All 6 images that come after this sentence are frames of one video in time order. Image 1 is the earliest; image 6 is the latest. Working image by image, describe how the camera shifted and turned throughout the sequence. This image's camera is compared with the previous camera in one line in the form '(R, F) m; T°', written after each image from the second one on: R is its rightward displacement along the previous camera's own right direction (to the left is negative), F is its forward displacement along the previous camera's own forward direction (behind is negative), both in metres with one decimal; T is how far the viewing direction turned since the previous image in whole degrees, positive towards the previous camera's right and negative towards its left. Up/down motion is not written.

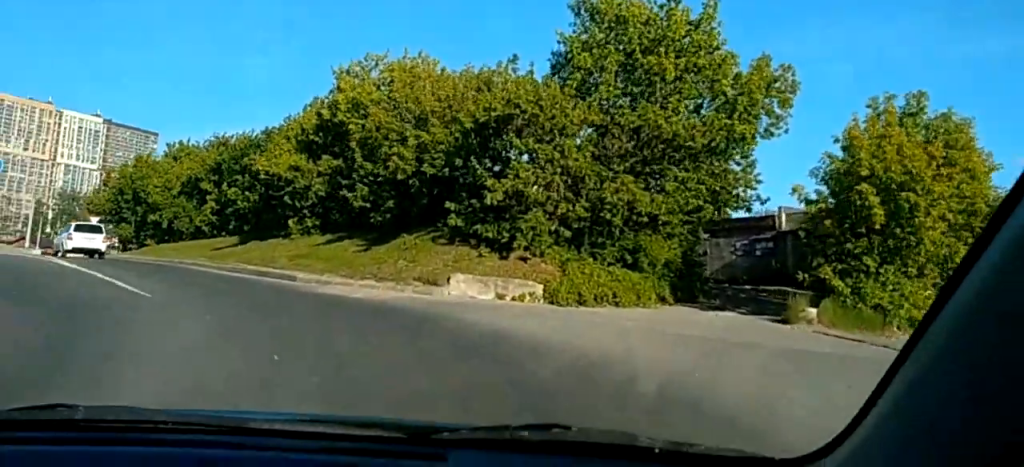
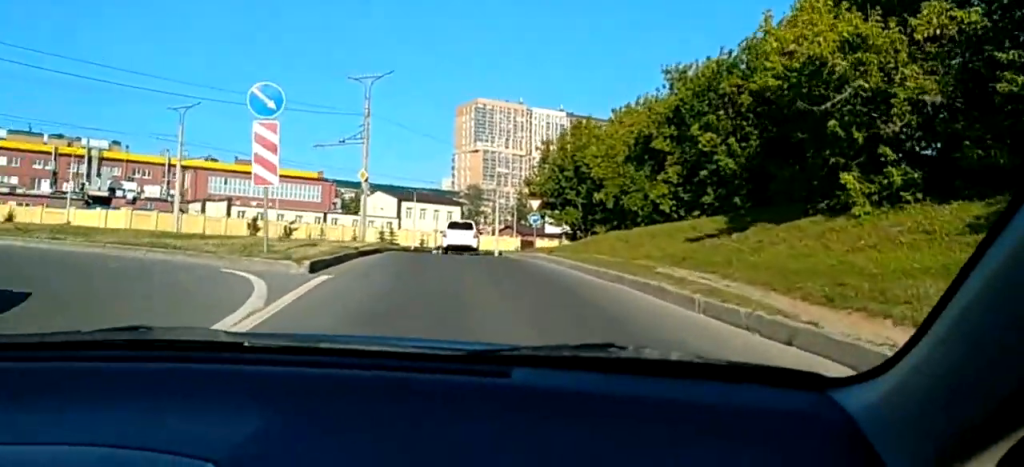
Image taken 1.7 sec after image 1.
(-5.8, +21.2) m; -37°
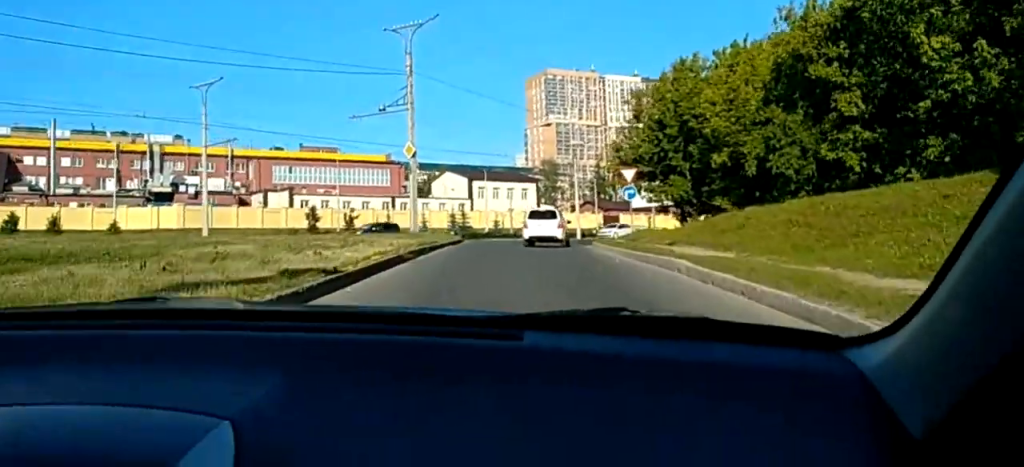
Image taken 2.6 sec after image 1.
(-2.3, +10.9) m; -14°
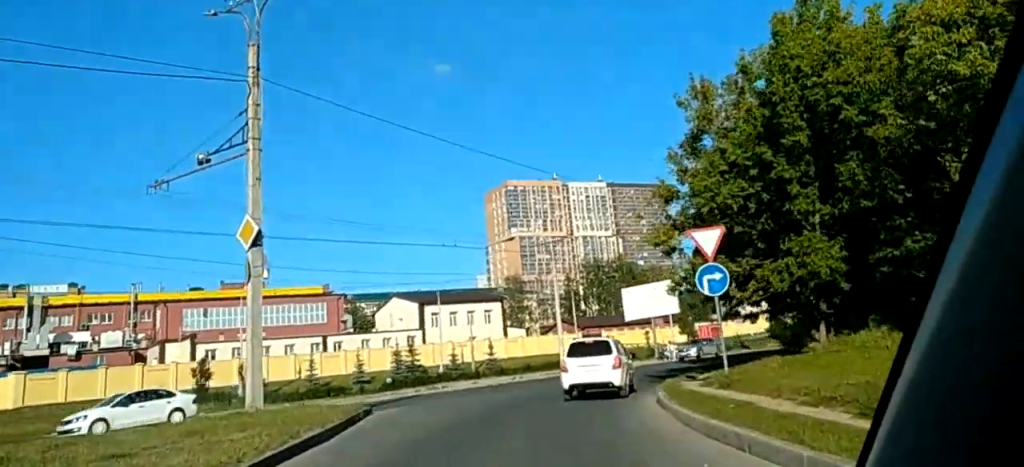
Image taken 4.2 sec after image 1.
(+0.2, +20.4) m; +3°
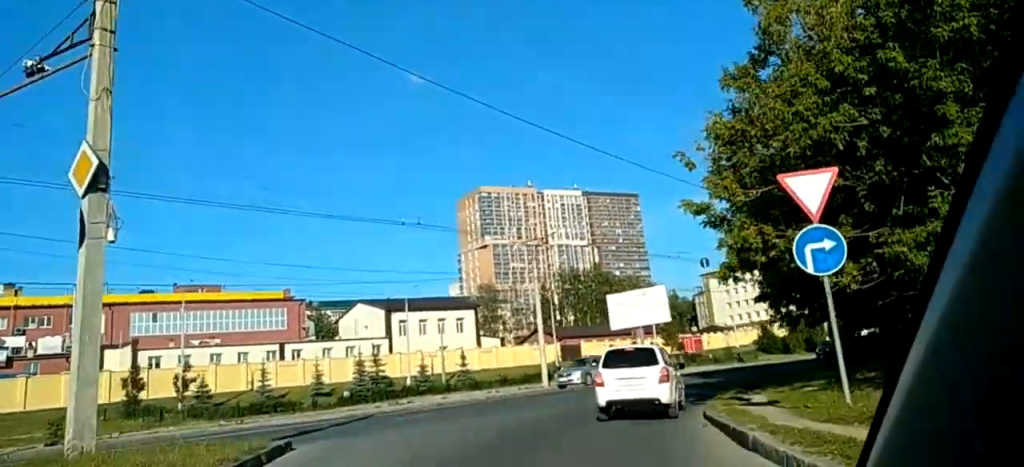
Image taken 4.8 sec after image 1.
(-0.1, +7.8) m; +1°
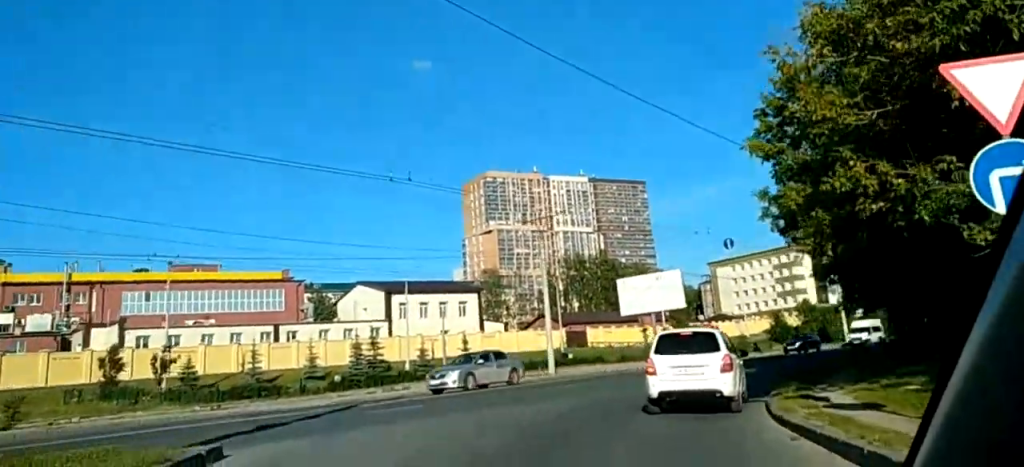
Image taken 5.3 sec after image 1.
(-0.3, +5.3) m; +1°
